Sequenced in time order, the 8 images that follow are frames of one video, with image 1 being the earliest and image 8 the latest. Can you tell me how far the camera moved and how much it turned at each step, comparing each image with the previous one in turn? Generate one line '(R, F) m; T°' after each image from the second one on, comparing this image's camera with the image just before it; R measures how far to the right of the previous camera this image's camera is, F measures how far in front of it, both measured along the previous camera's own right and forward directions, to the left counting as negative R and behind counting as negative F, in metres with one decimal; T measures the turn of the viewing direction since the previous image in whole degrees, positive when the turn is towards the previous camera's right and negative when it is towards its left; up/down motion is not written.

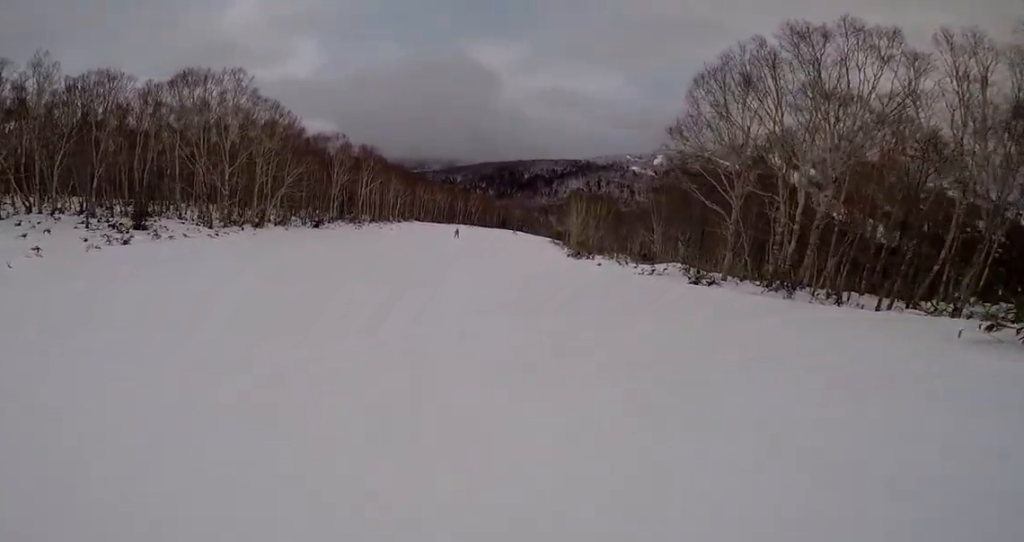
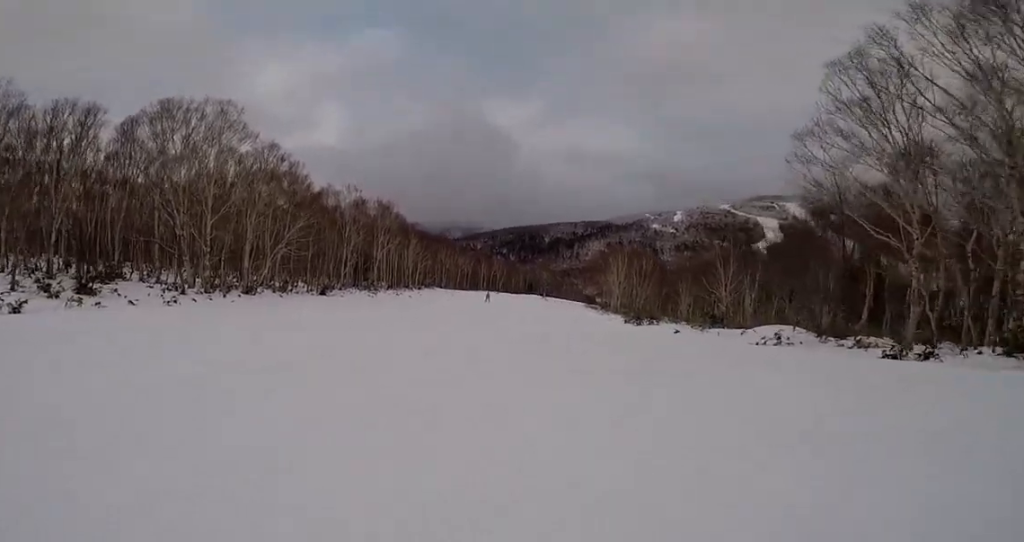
(-1.4, +8.5) m; -2°
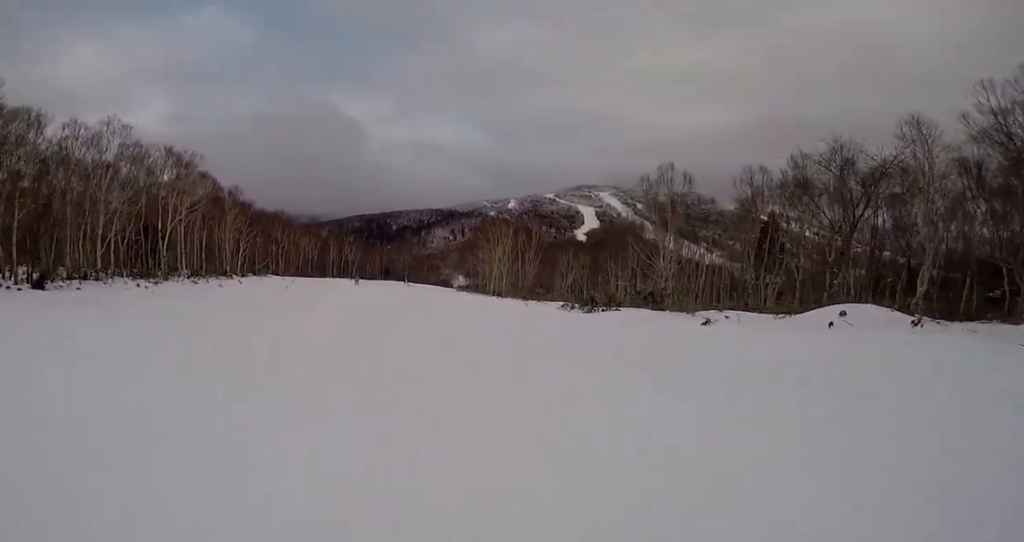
(+2.9, +16.1) m; +10°
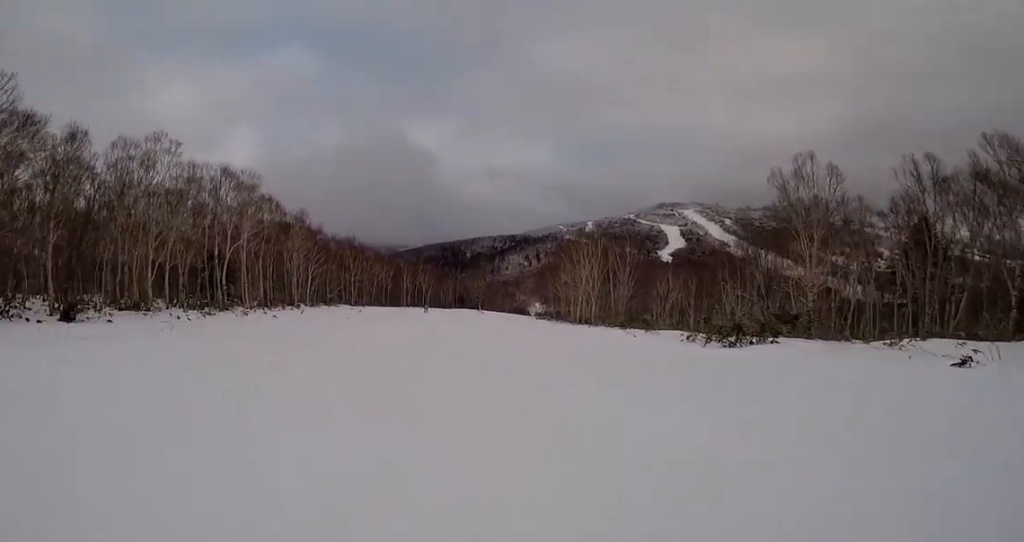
(0.0, +5.6) m; 0°
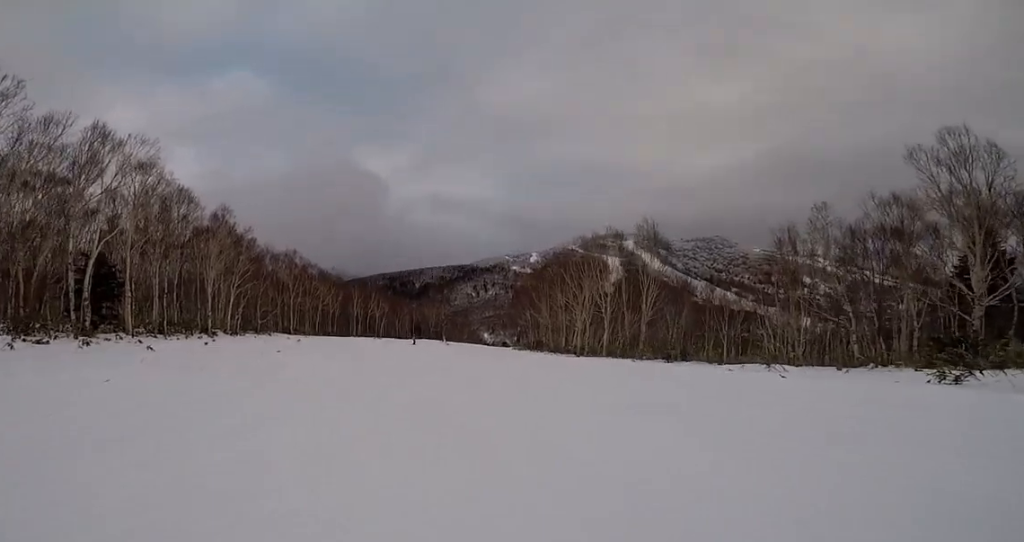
(+0.4, +12.1) m; +6°
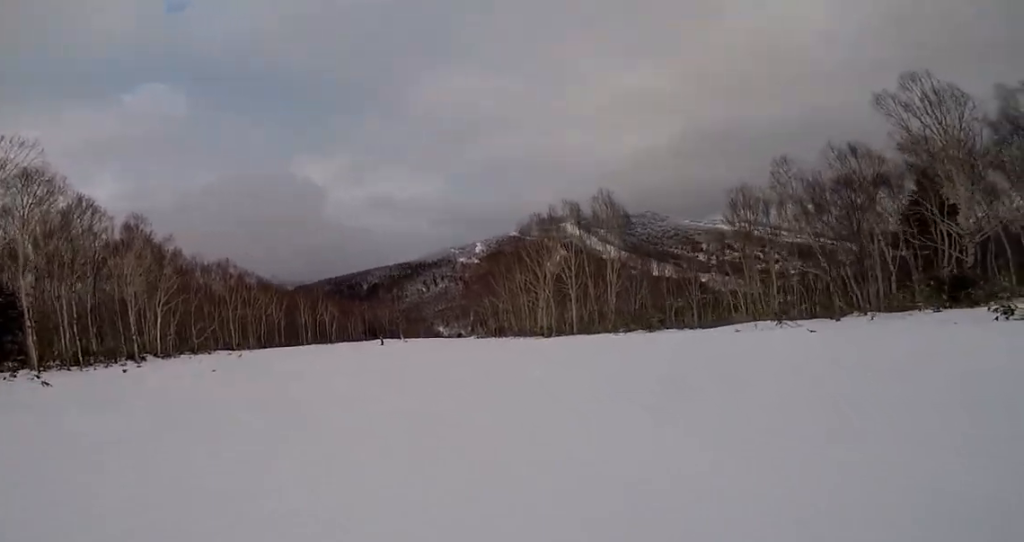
(+0.1, +3.0) m; +2°
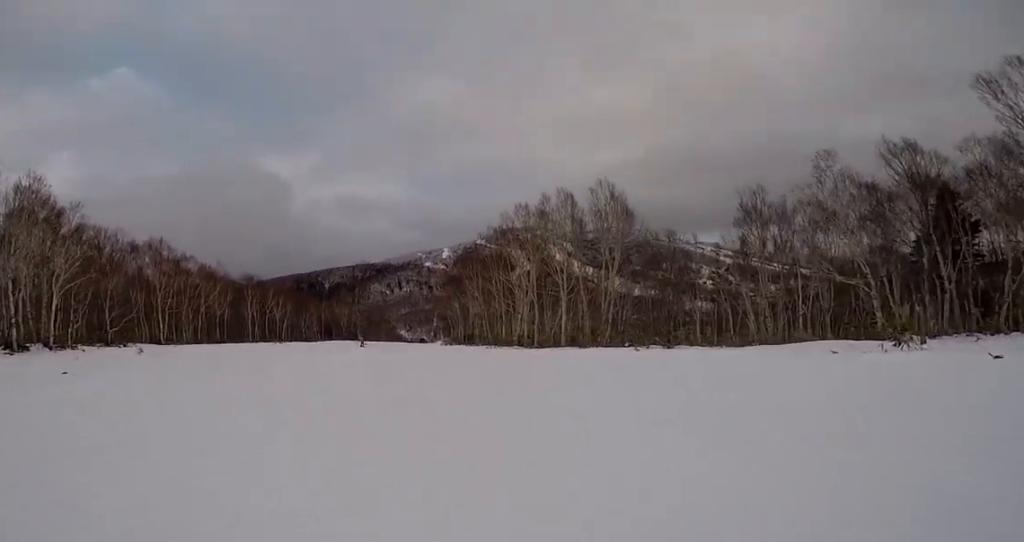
(+0.1, +6.0) m; -2°
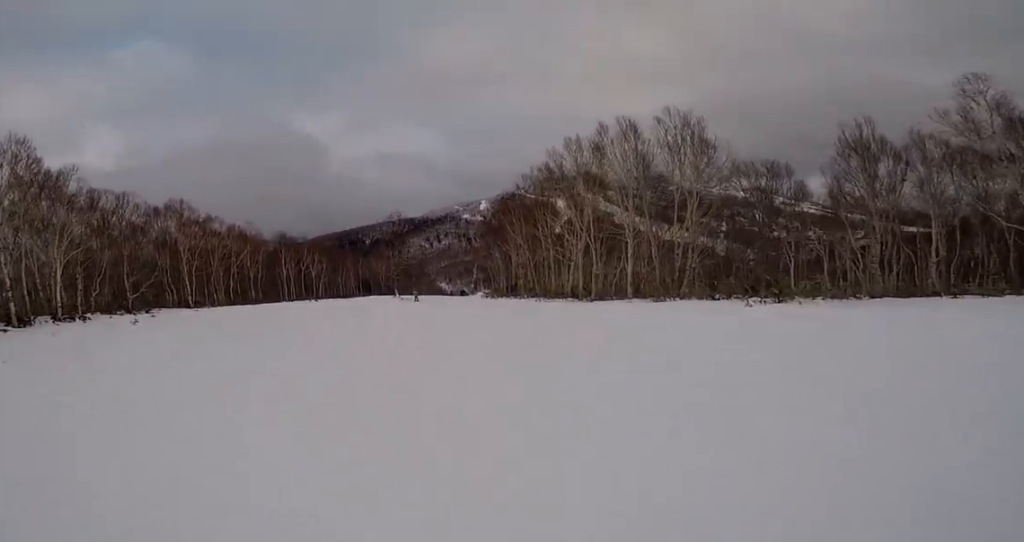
(-0.1, +4.1) m; -1°
